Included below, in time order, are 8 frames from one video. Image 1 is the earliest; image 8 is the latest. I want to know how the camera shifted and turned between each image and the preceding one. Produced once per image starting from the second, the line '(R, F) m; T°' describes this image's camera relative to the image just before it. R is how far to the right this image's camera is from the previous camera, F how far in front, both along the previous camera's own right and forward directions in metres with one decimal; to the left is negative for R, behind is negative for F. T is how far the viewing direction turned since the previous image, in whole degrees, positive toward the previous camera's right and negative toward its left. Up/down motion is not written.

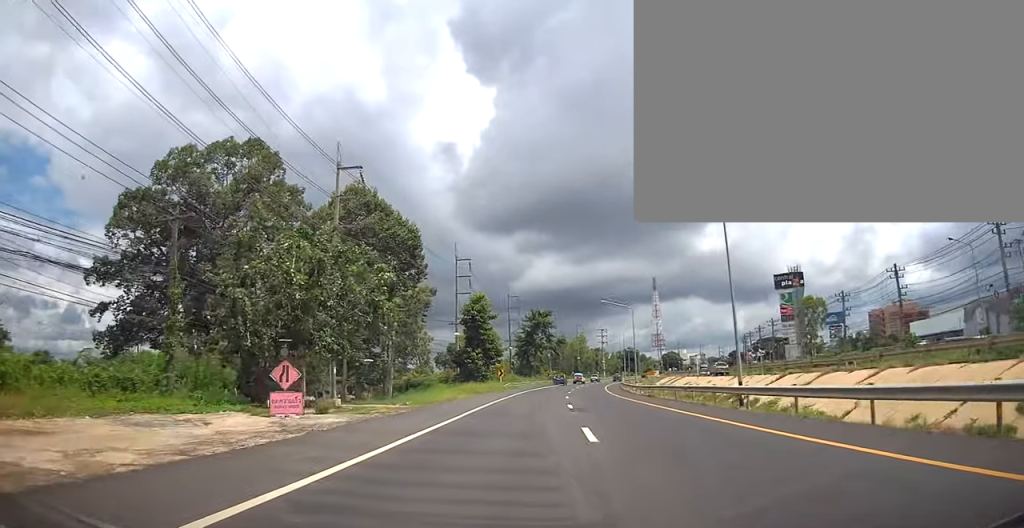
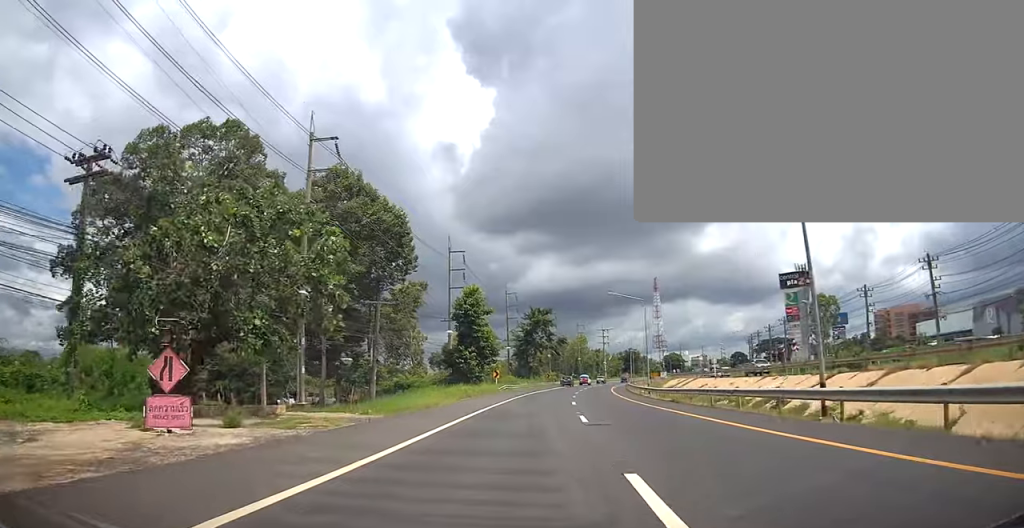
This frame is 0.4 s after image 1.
(0.0, +6.3) m; 0°
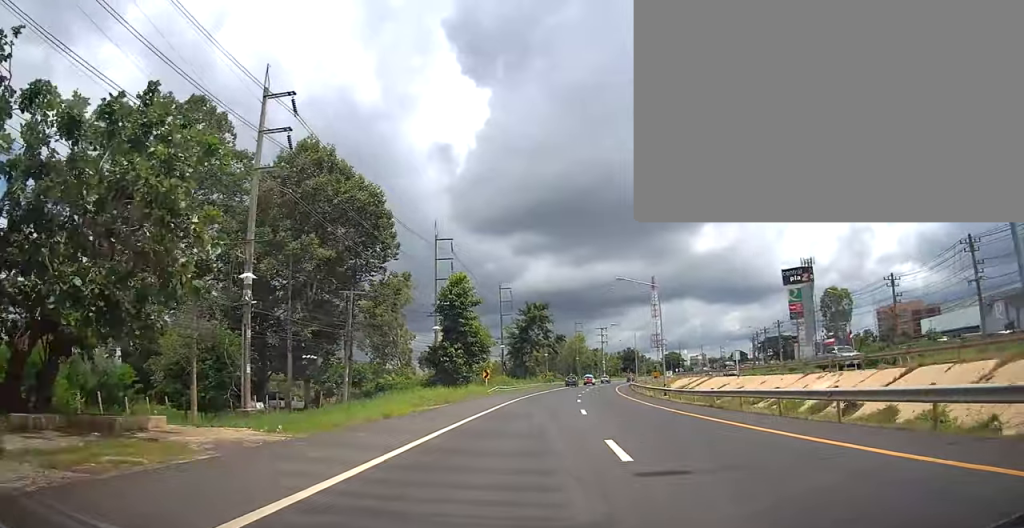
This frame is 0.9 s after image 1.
(0.0, +7.5) m; 0°
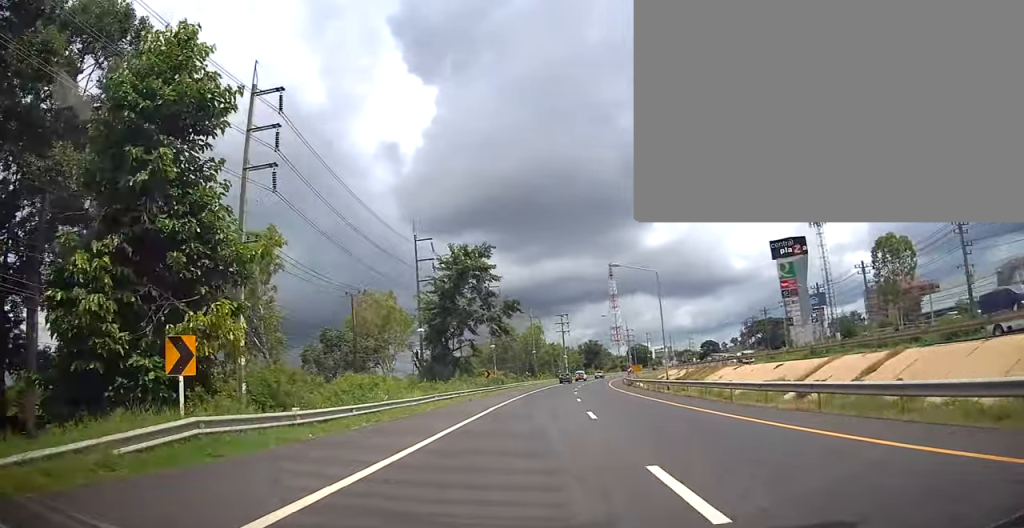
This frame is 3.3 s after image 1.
(+0.3, +38.4) m; +4°
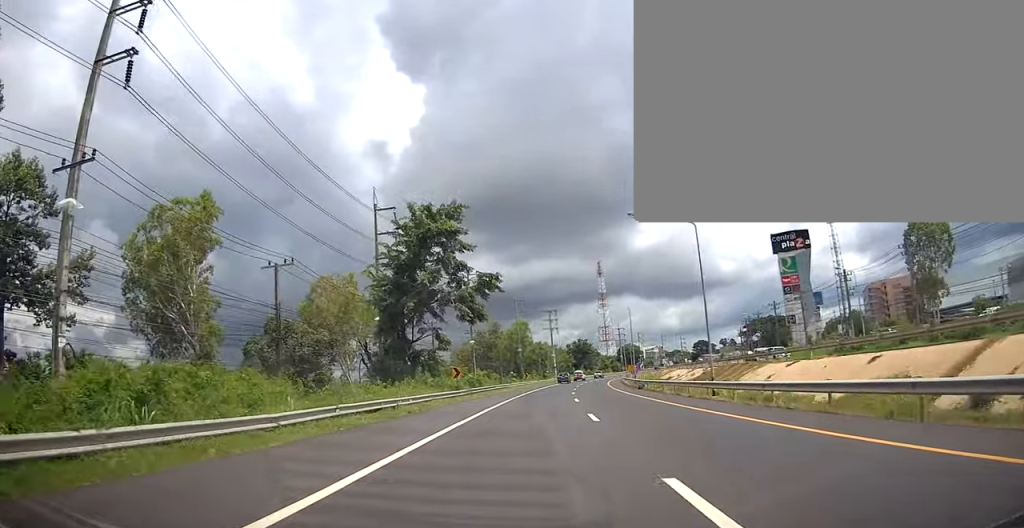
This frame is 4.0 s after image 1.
(+0.6, +12.4) m; +2°
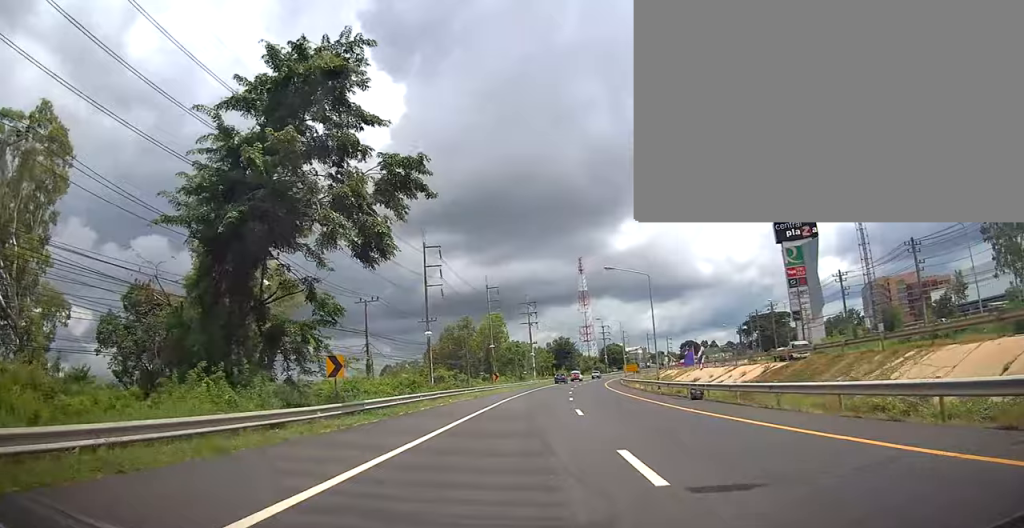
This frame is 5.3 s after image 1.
(+0.2, +20.5) m; +1°
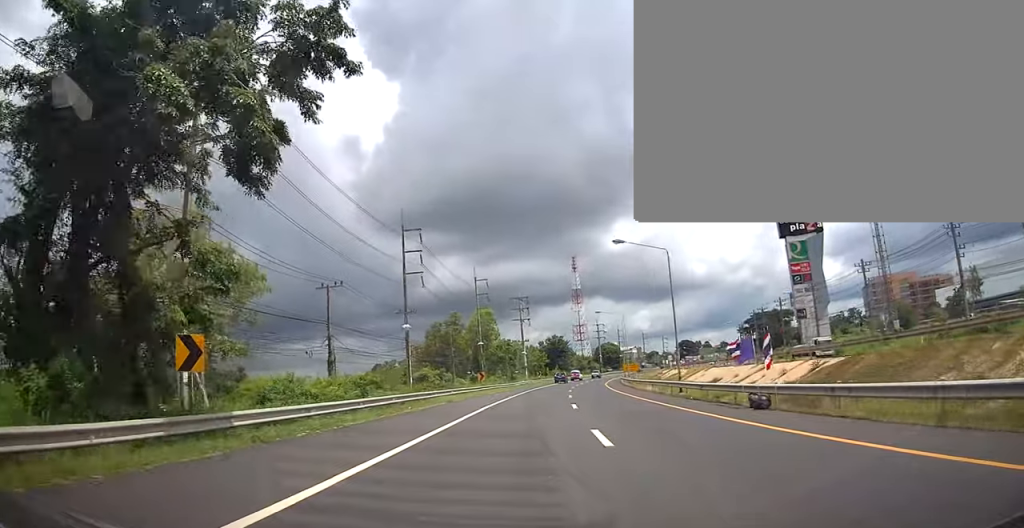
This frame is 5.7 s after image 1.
(0.0, +8.0) m; +1°
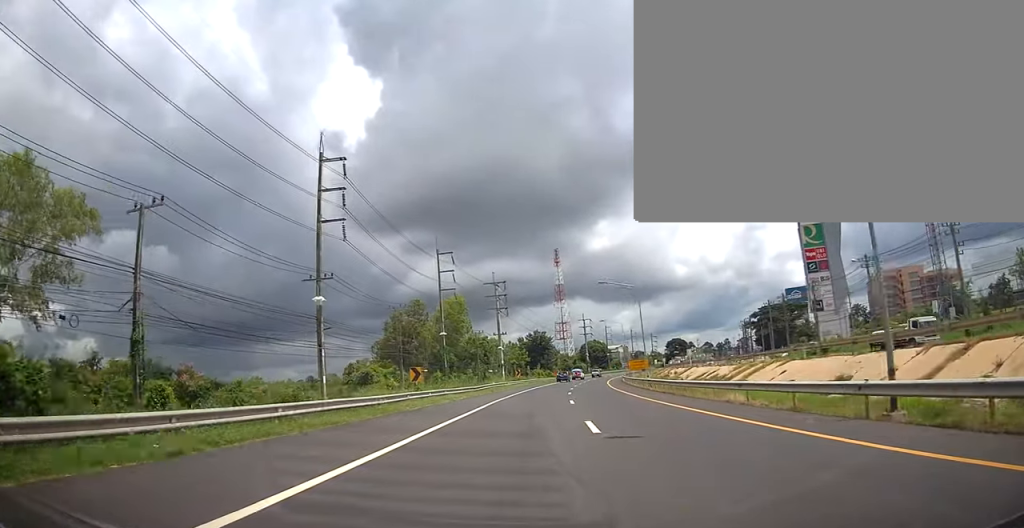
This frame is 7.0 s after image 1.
(+0.8, +21.3) m; +1°
